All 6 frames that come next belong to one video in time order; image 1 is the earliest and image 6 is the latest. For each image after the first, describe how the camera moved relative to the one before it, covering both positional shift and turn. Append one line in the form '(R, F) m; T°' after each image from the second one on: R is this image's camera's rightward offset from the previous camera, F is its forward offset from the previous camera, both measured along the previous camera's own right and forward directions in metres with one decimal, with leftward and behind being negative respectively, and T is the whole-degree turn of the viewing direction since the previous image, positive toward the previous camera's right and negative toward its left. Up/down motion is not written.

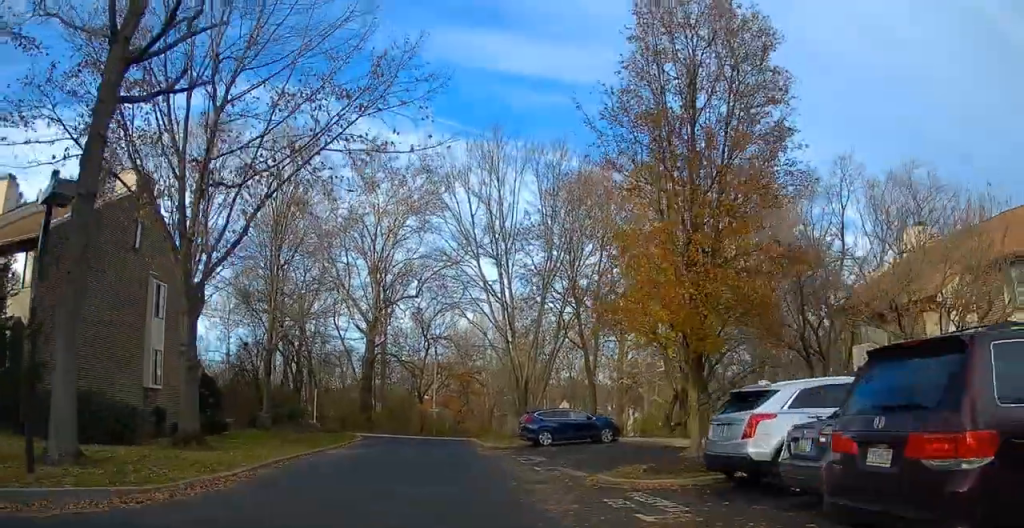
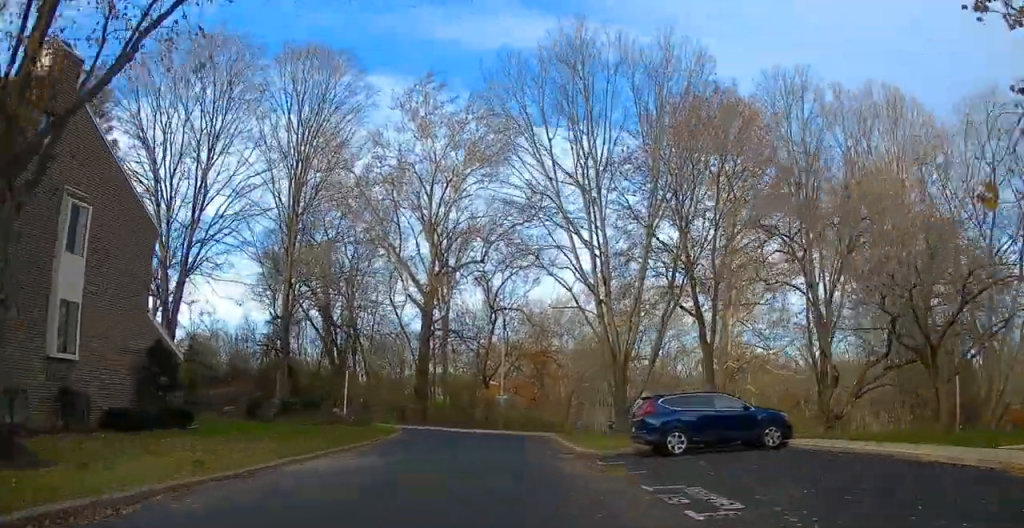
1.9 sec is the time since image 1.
(-0.6, +10.7) m; -11°
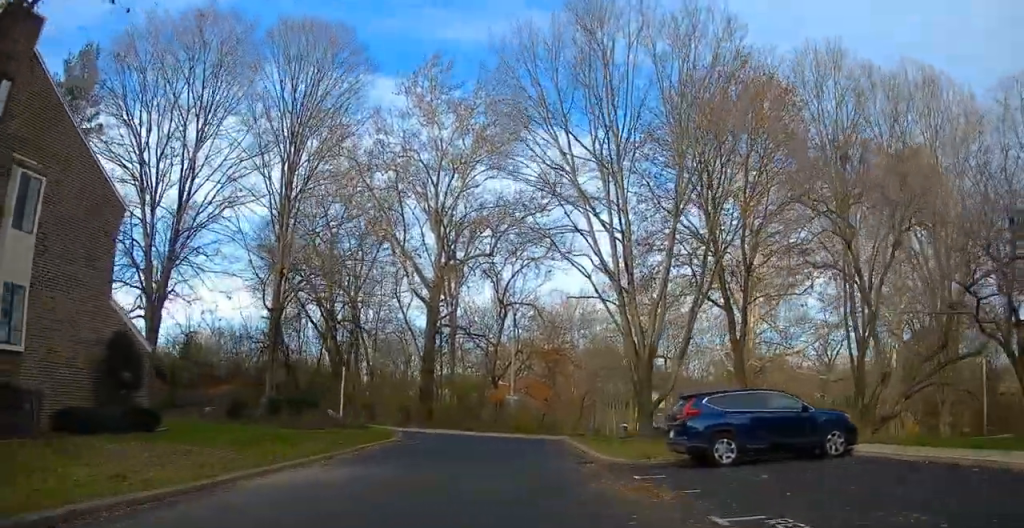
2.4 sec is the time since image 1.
(0.0, +1.5) m; -4°
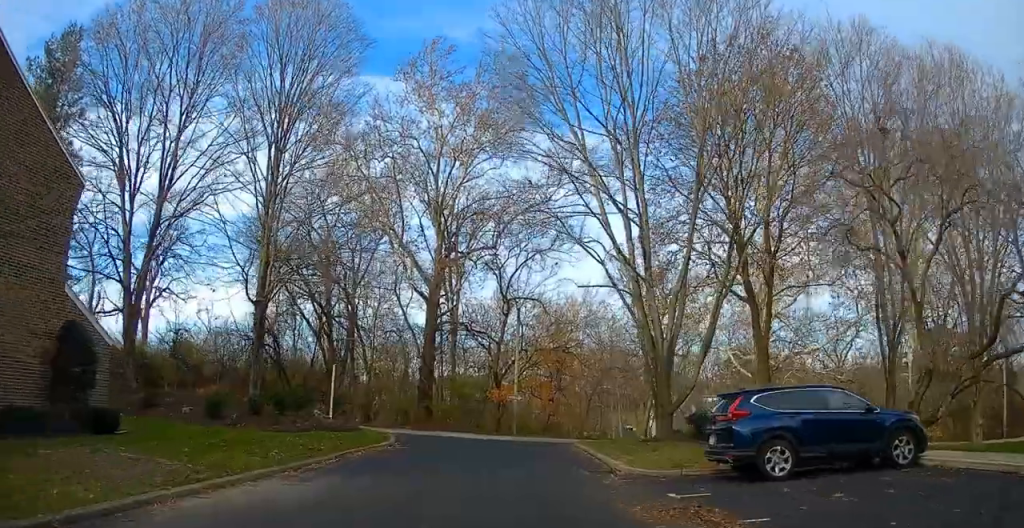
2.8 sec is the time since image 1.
(-0.1, +0.6) m; +3°
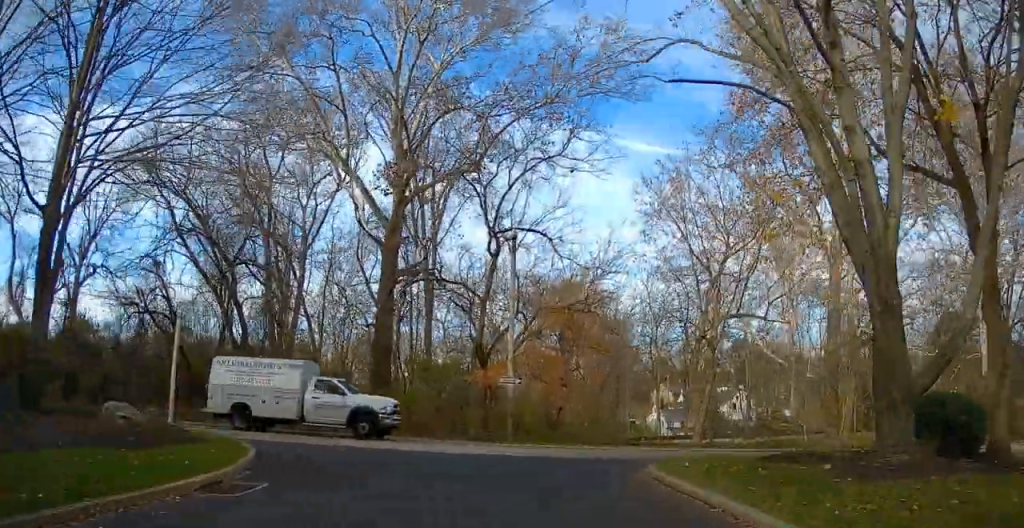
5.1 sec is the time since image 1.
(+1.2, +15.0) m; +3°
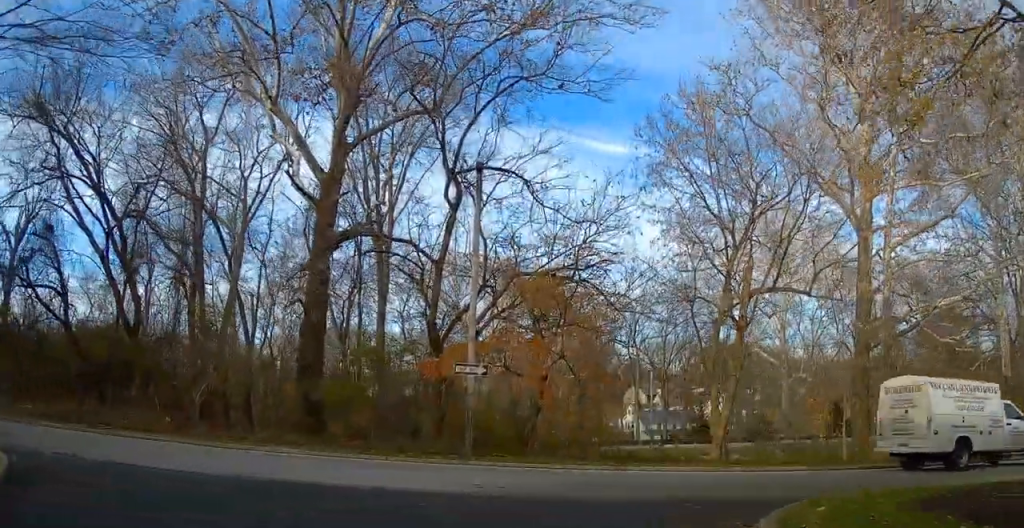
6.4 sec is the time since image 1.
(-0.3, +9.2) m; 0°
